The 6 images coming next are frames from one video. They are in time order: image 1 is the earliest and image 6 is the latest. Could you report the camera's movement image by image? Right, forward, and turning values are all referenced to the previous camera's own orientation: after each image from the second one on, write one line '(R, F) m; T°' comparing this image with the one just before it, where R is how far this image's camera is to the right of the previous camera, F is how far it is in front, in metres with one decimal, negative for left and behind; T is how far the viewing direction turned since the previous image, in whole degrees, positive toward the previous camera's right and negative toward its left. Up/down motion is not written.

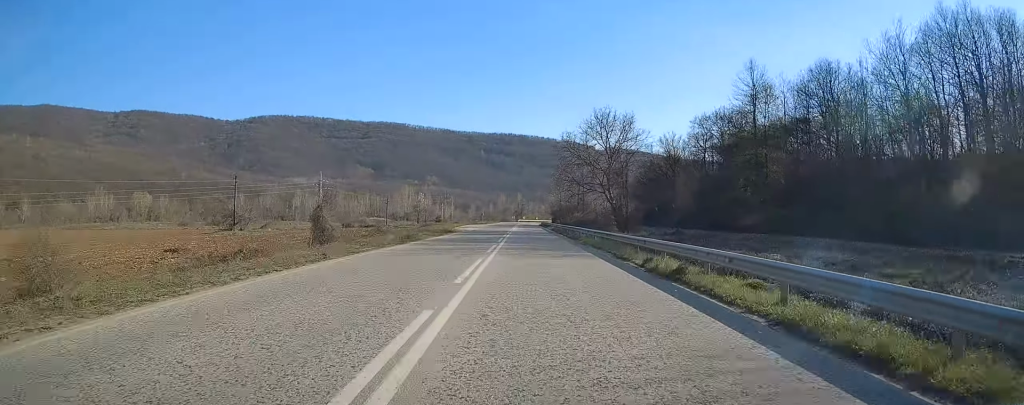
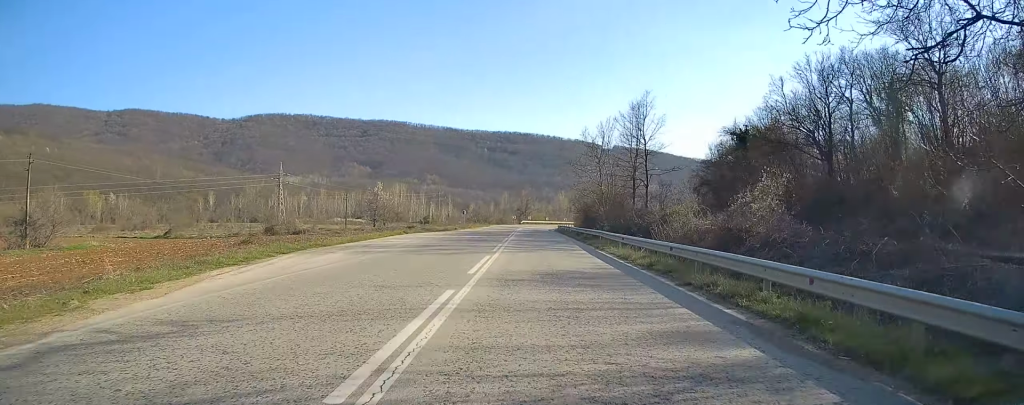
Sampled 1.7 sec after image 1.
(-0.1, +52.8) m; 0°
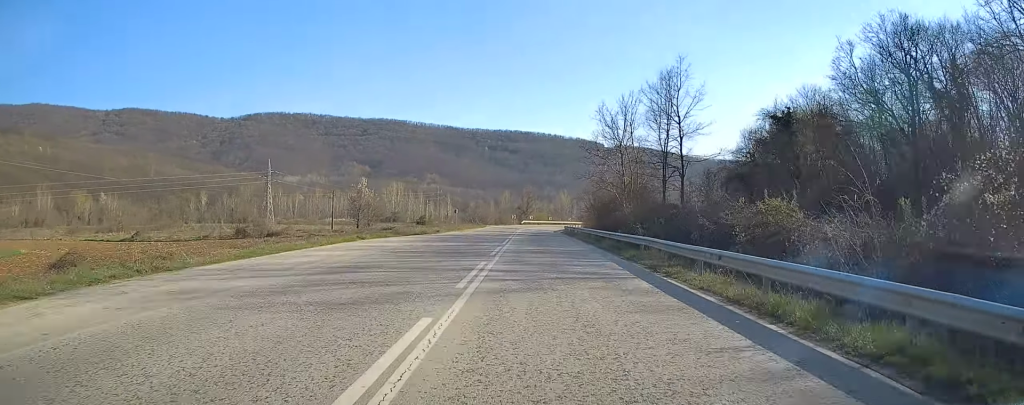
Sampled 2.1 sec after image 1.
(0.0, +12.1) m; 0°
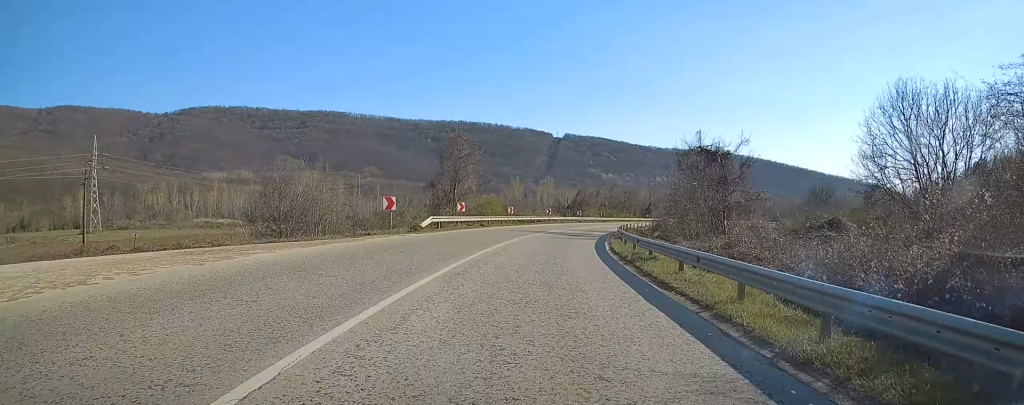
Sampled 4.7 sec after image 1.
(+1.1, +74.5) m; +3°
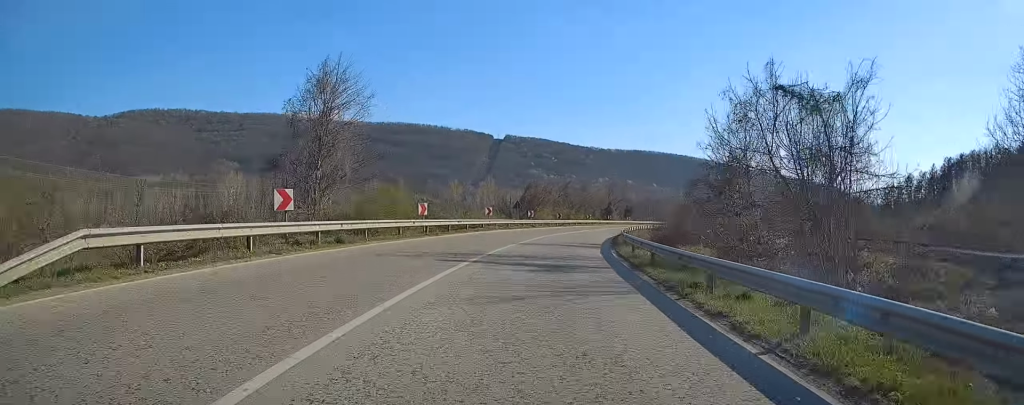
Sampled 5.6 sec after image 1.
(+0.2, +23.3) m; +3°
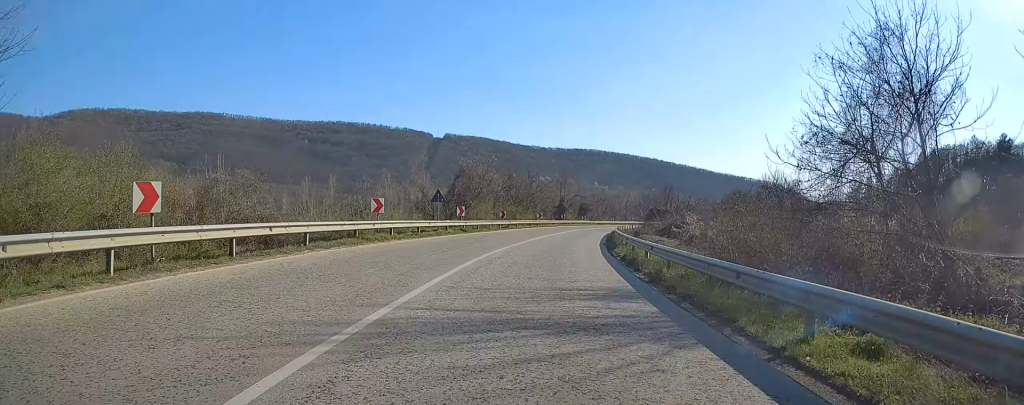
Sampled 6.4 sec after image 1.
(+0.7, +20.6) m; +5°
